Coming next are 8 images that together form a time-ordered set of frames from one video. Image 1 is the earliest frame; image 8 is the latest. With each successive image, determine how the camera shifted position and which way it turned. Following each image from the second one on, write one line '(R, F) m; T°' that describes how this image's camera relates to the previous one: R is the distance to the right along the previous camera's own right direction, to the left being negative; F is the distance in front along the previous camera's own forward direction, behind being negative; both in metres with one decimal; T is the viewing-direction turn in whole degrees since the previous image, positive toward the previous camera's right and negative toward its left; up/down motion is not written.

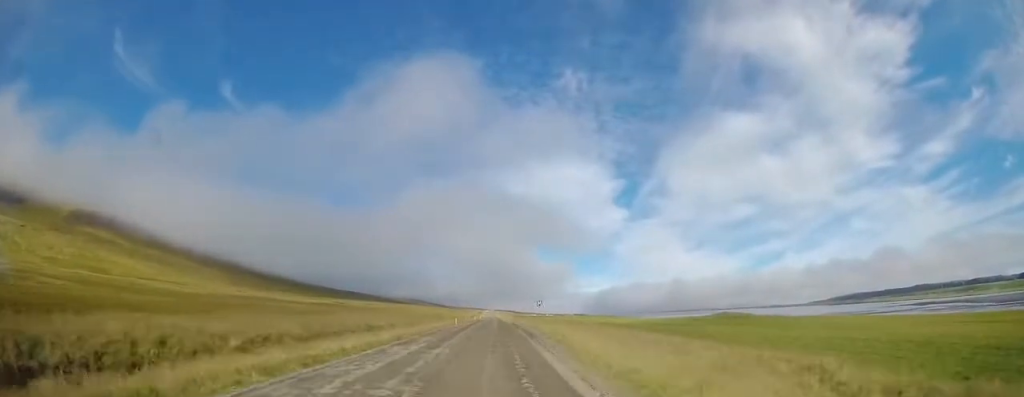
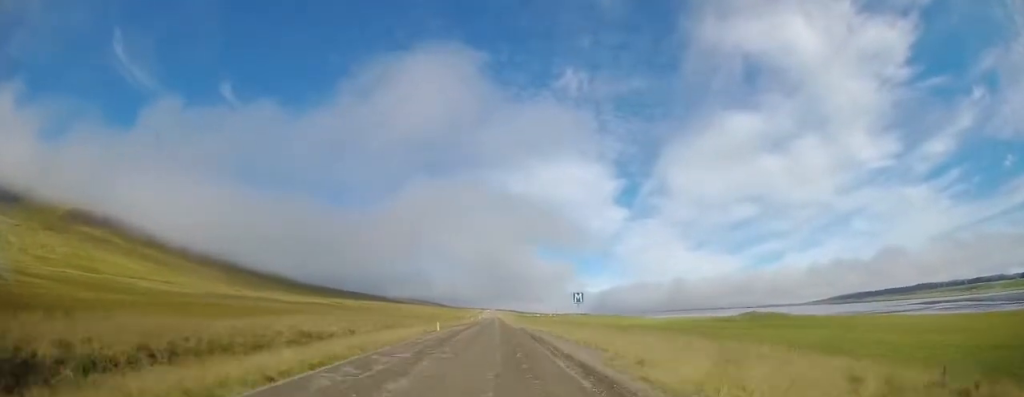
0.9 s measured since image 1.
(-0.4, +16.4) m; 0°
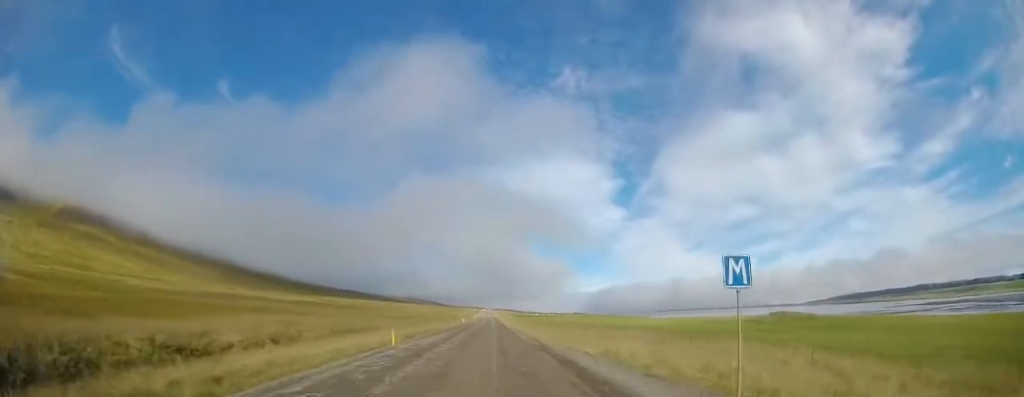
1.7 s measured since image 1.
(+0.2, +13.6) m; +1°
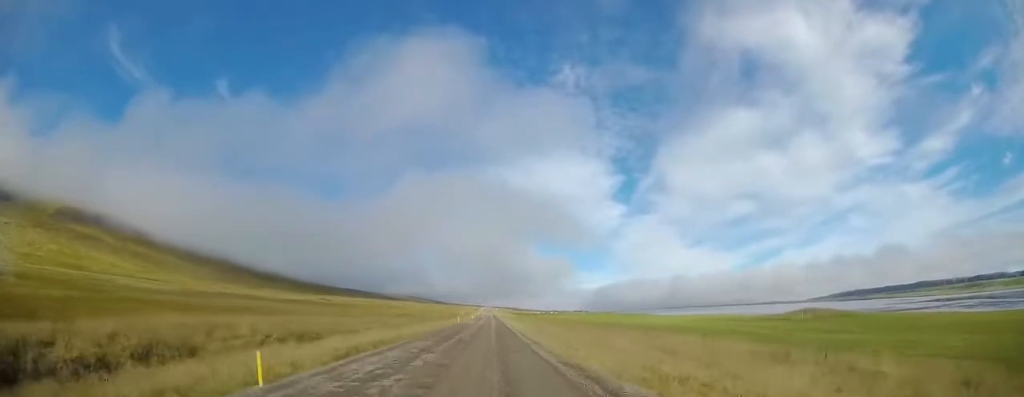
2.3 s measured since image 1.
(+0.1, +11.2) m; +1°
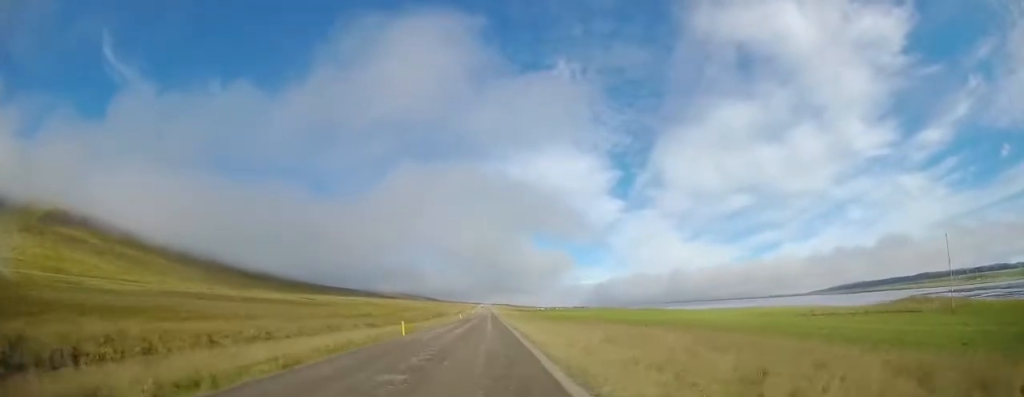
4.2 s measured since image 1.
(0.0, +33.6) m; 0°
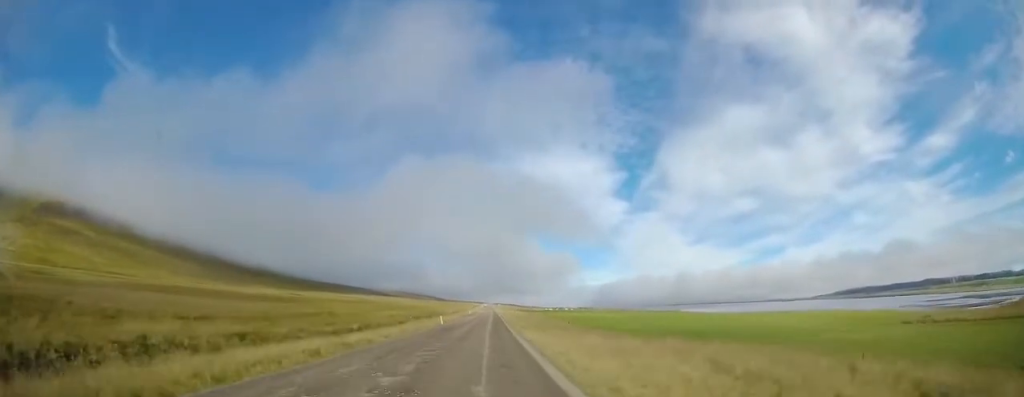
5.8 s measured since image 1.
(0.0, +28.2) m; 0°
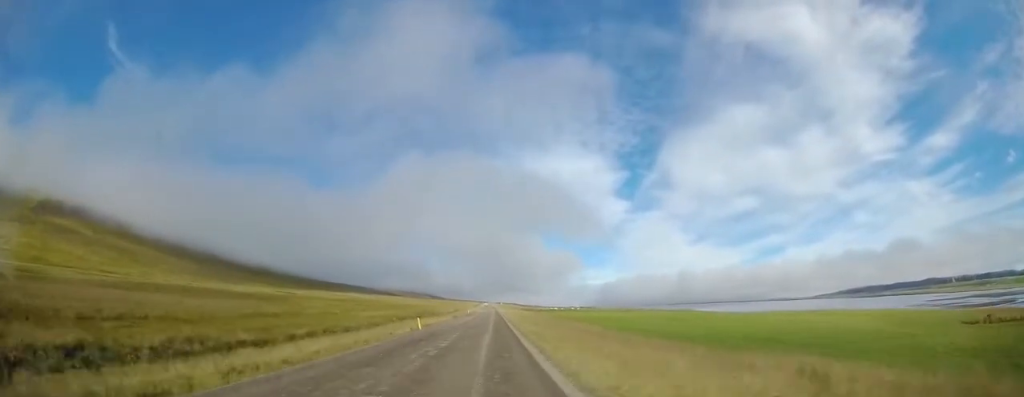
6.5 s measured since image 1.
(0.0, +13.2) m; 0°
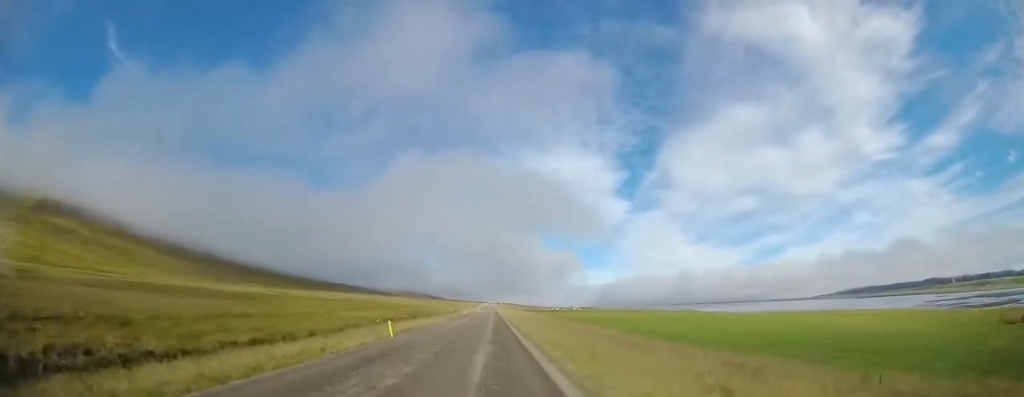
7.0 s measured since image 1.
(0.0, +7.8) m; 0°
